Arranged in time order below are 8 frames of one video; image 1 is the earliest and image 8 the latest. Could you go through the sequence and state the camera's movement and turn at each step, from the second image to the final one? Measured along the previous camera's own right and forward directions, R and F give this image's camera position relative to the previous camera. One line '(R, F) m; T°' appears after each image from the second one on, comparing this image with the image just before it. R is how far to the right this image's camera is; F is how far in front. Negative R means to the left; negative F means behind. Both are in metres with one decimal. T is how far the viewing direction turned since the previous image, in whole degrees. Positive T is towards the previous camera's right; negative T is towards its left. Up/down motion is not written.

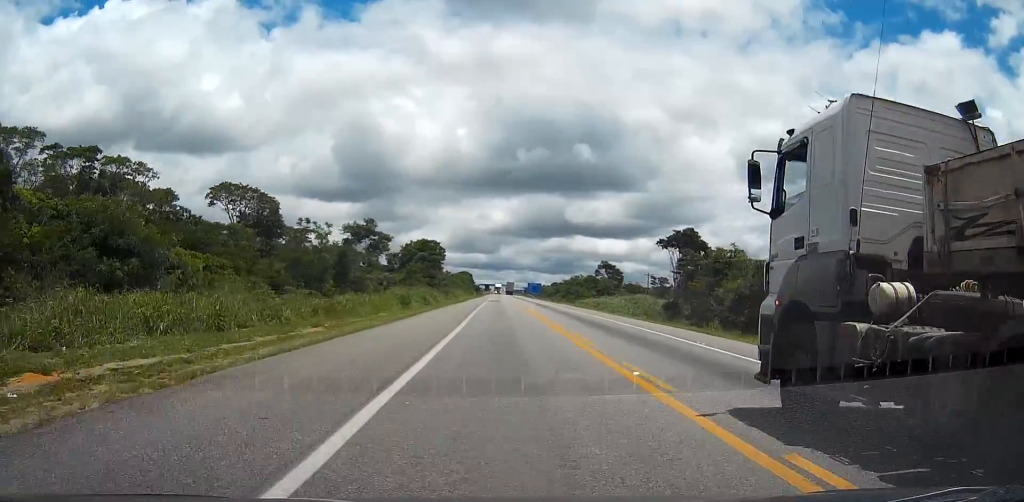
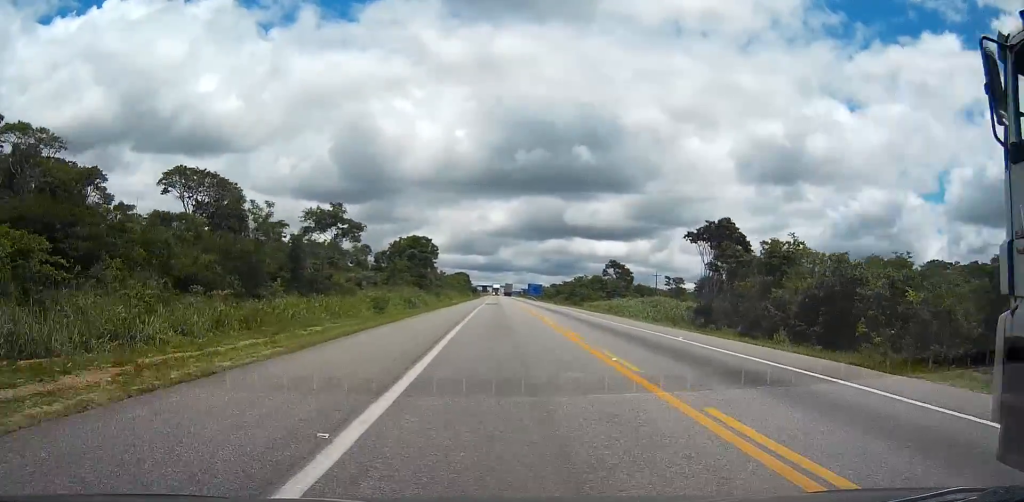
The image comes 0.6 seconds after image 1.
(0.0, +13.7) m; 0°
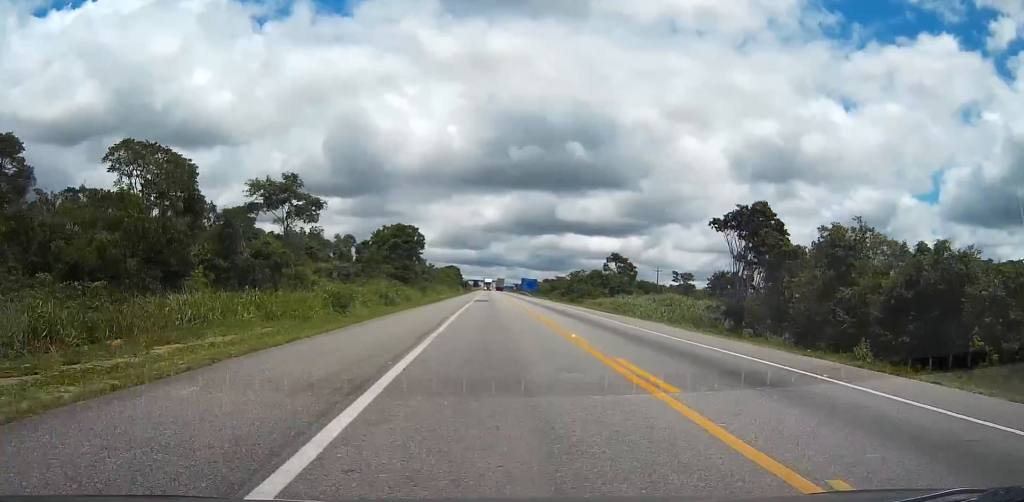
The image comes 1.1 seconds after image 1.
(+0.1, +11.1) m; 0°
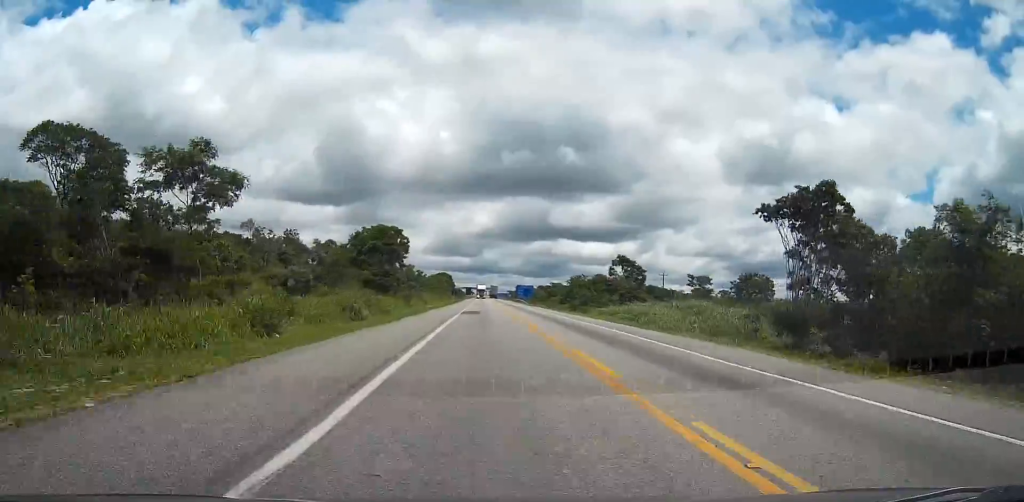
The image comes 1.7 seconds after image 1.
(+0.1, +13.6) m; 0°
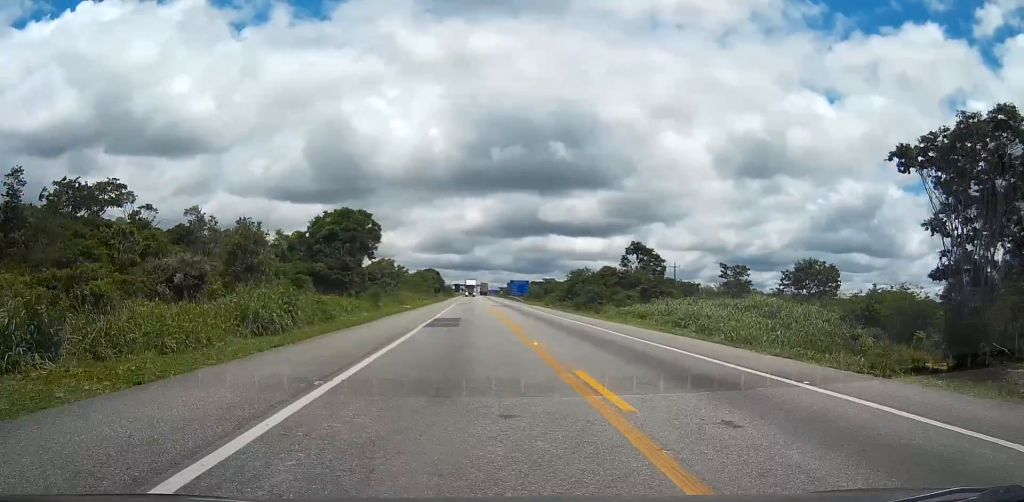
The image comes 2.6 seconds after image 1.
(0.0, +20.0) m; 0°
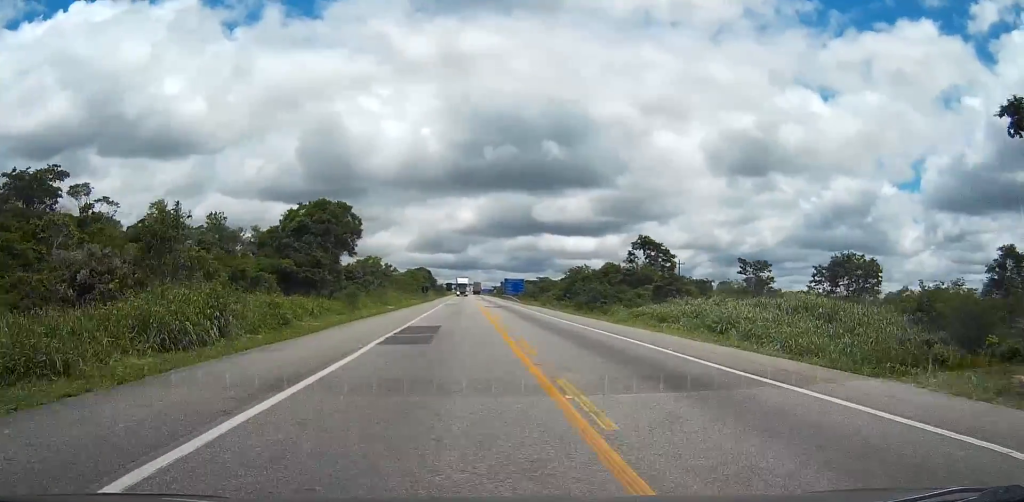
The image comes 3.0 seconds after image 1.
(0.0, +9.5) m; 0°
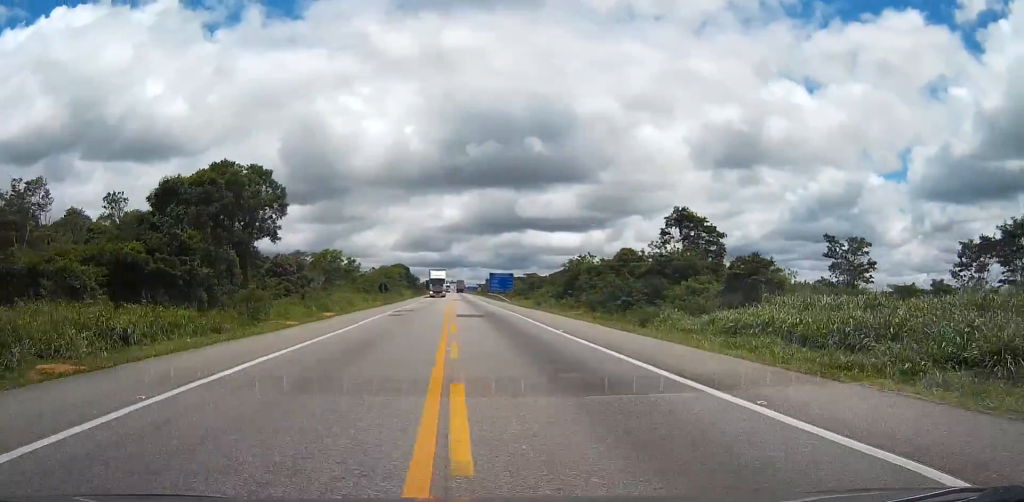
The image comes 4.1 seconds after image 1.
(0.0, +25.6) m; 0°
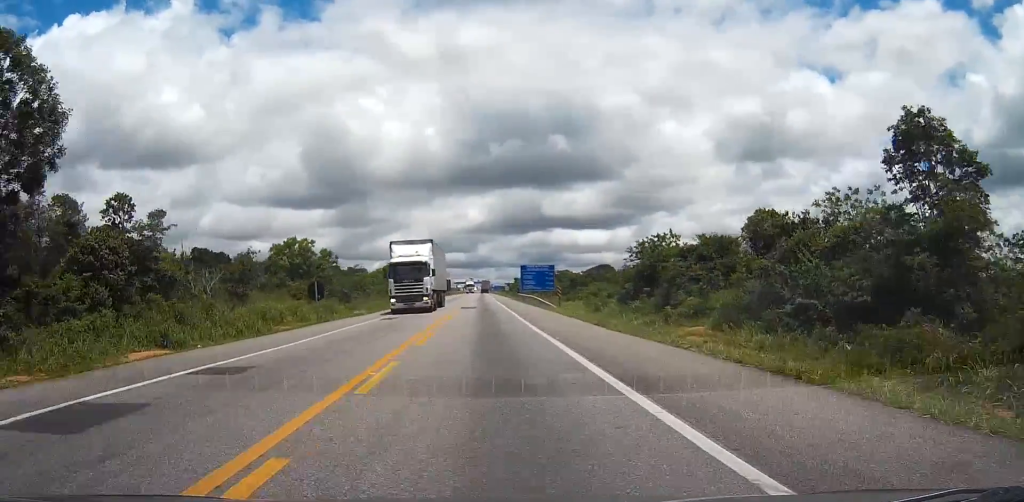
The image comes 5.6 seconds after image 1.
(0.0, +37.2) m; 0°
